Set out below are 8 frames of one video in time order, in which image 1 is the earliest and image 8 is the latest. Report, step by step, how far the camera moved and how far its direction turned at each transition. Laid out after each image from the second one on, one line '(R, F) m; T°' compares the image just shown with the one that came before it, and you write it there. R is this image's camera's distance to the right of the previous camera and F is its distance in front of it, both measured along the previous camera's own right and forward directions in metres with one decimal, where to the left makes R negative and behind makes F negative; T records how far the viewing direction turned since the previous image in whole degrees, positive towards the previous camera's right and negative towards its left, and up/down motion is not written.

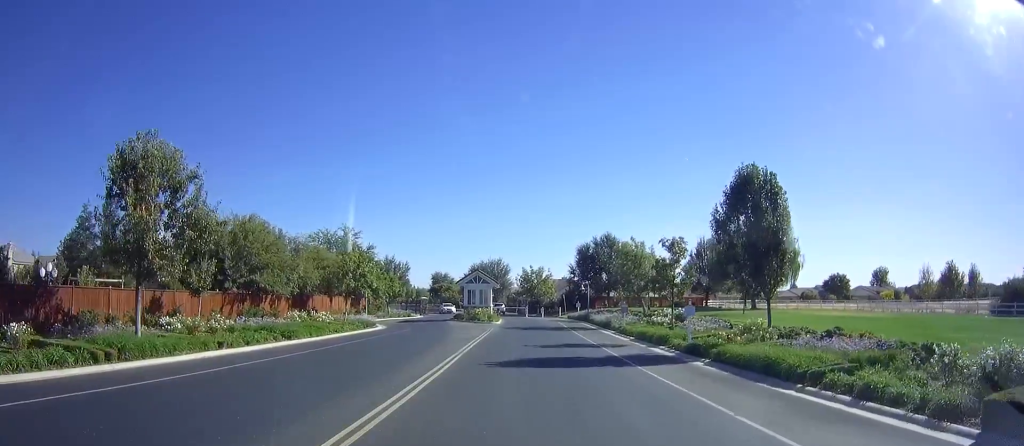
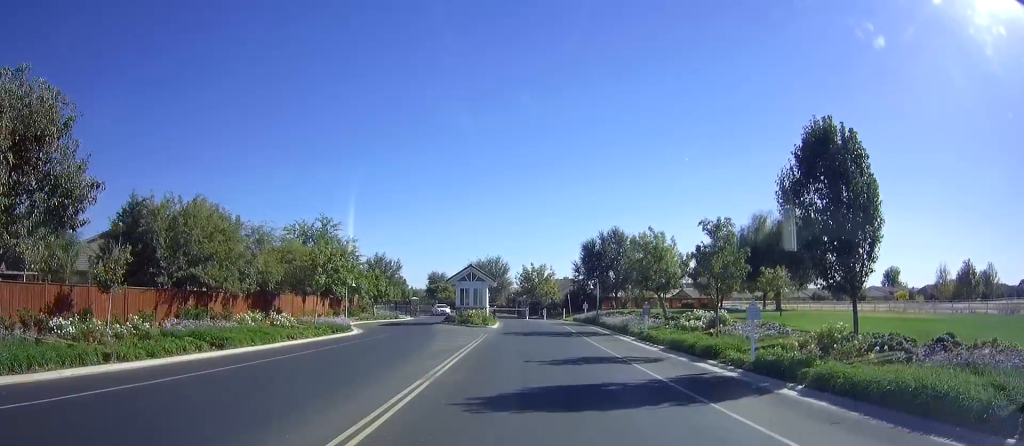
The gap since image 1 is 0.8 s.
(-0.6, +6.1) m; 0°
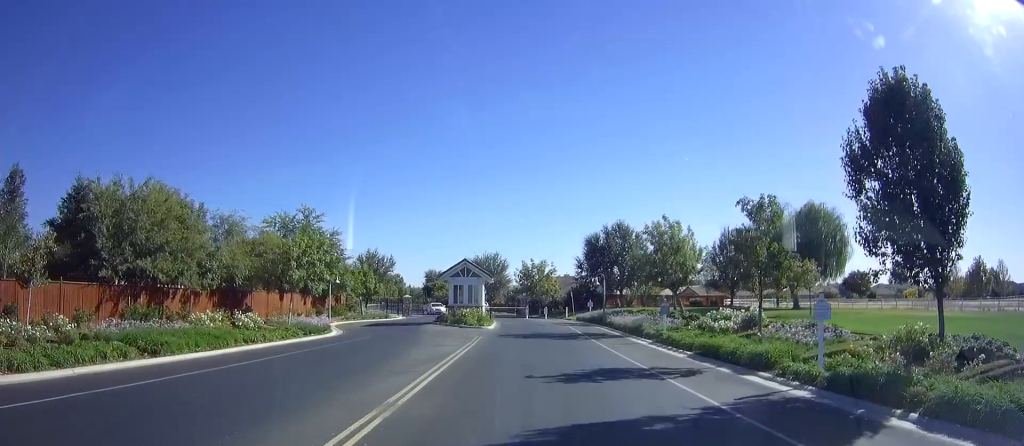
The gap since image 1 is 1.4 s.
(+0.1, +4.0) m; +2°
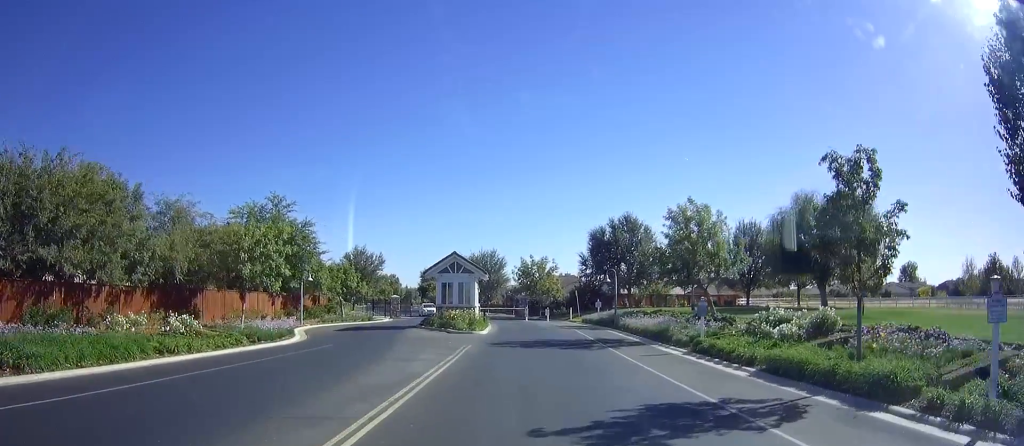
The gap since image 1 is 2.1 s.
(+0.3, +5.5) m; +4°
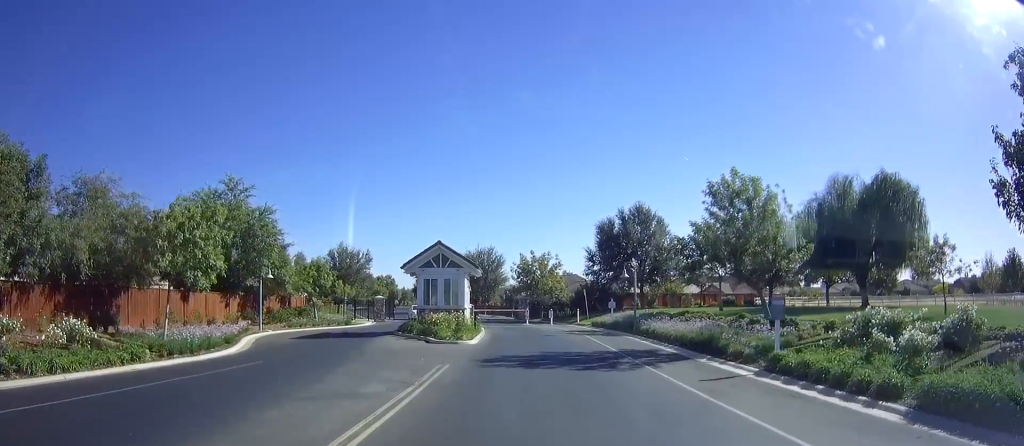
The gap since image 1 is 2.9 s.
(0.0, +6.2) m; 0°
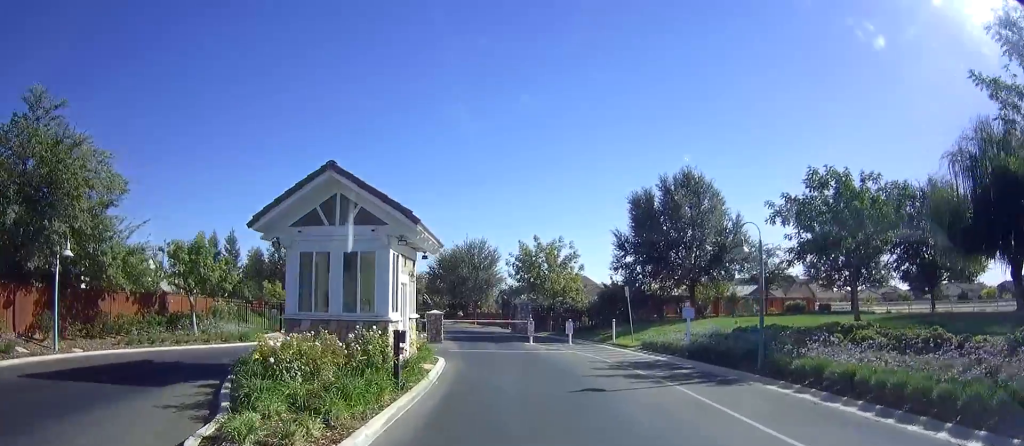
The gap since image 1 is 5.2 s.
(0.0, +16.8) m; -2°
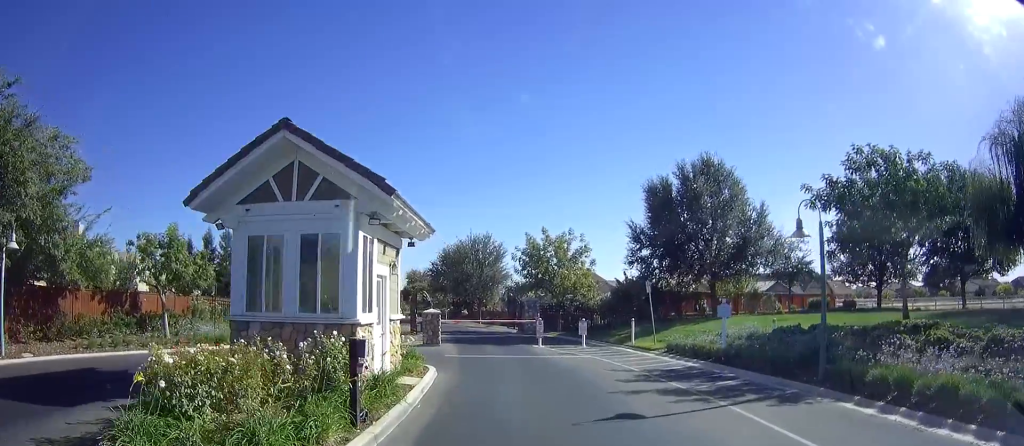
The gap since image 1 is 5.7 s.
(+0.1, +3.1) m; -3°
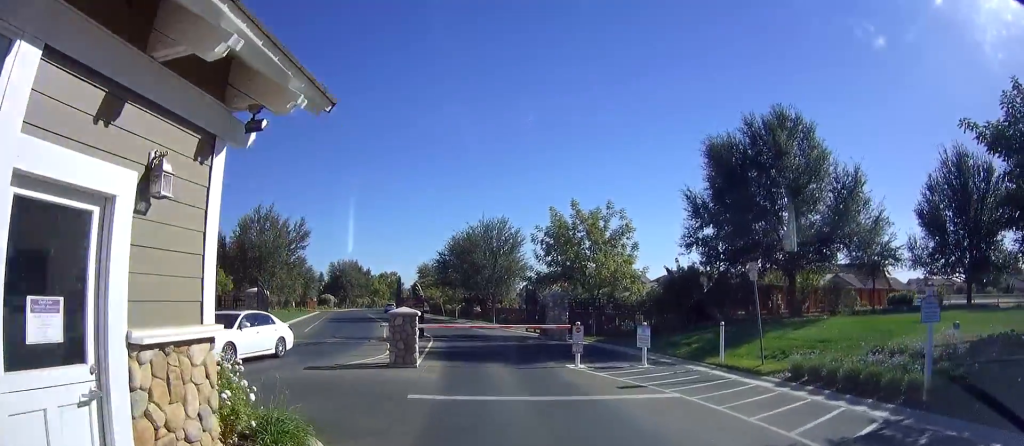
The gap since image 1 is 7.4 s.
(-0.7, +9.0) m; 0°
